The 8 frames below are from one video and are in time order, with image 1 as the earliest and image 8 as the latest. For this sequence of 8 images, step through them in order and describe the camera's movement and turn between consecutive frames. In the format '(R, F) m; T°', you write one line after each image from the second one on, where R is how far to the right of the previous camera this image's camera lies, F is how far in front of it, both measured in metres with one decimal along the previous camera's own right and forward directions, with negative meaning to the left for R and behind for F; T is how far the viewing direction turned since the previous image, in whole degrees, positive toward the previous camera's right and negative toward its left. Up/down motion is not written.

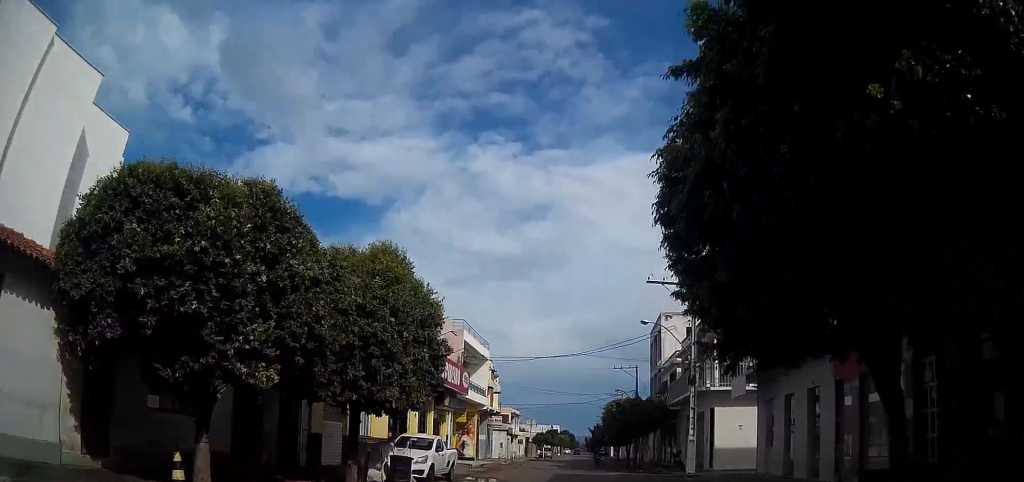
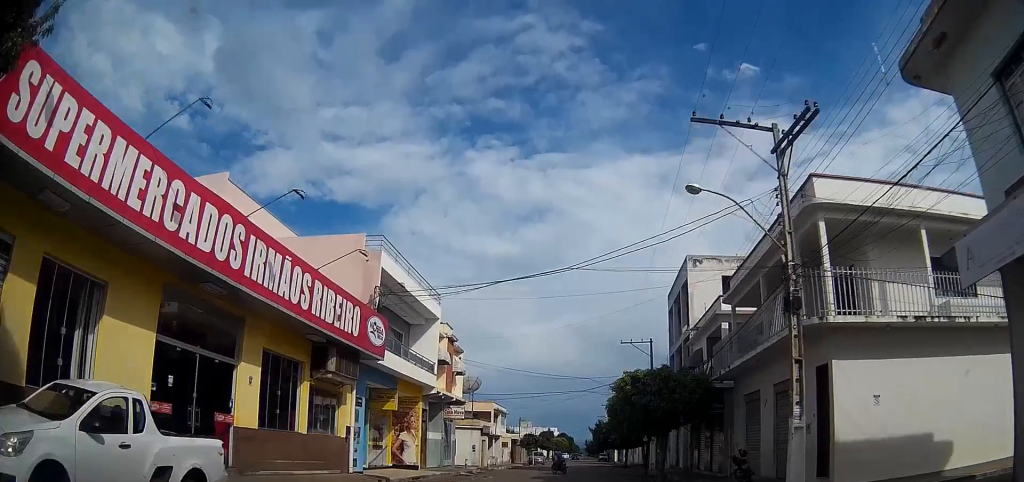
(-0.3, +14.9) m; -1°
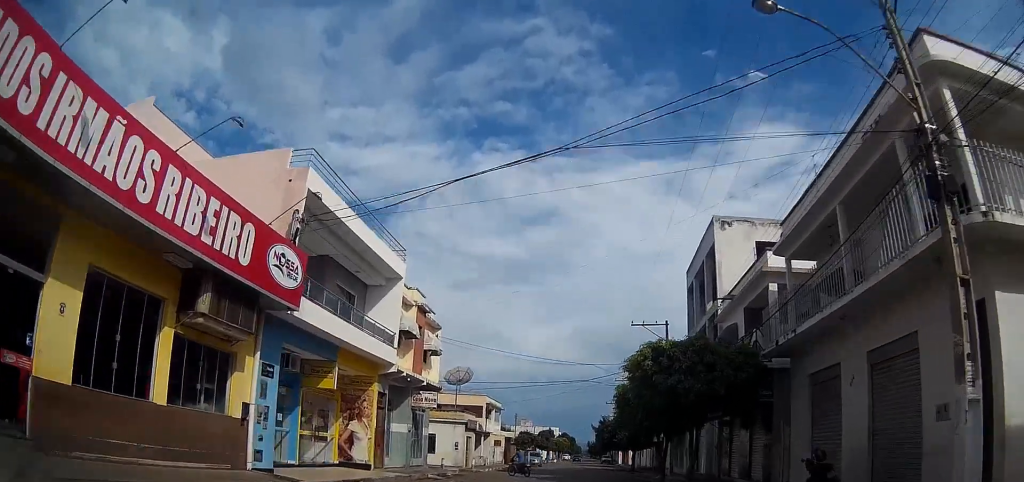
(0.0, +6.9) m; 0°
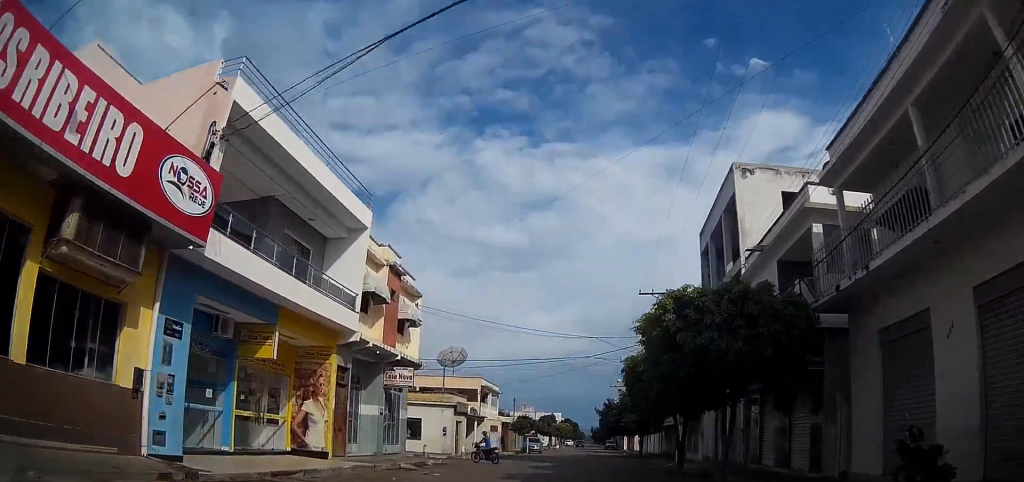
(0.0, +4.4) m; +1°
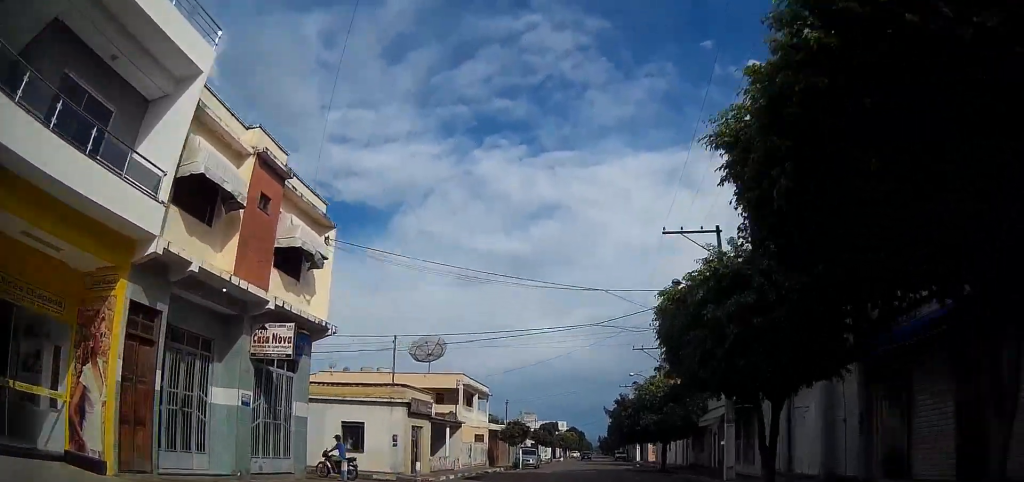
(+0.1, +10.4) m; +3°
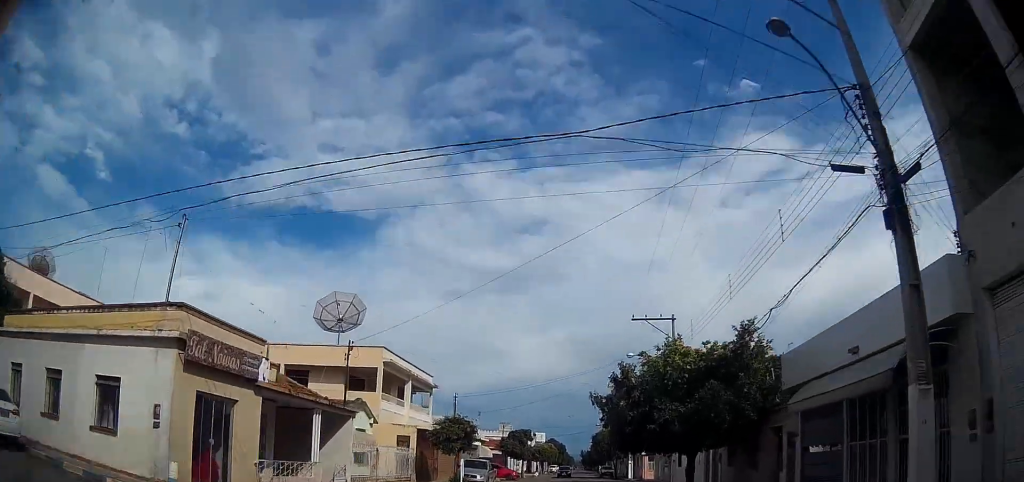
(+0.3, +14.8) m; 0°
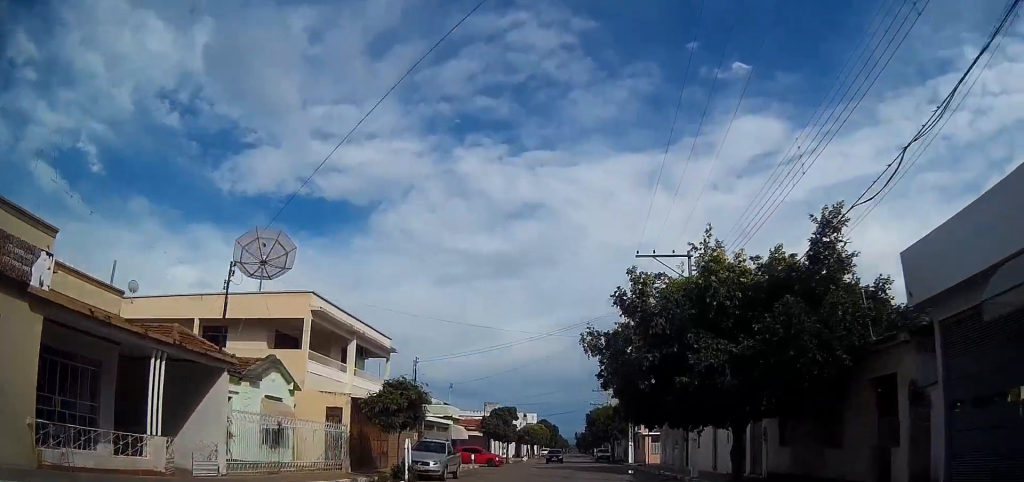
(-0.2, +7.9) m; 0°
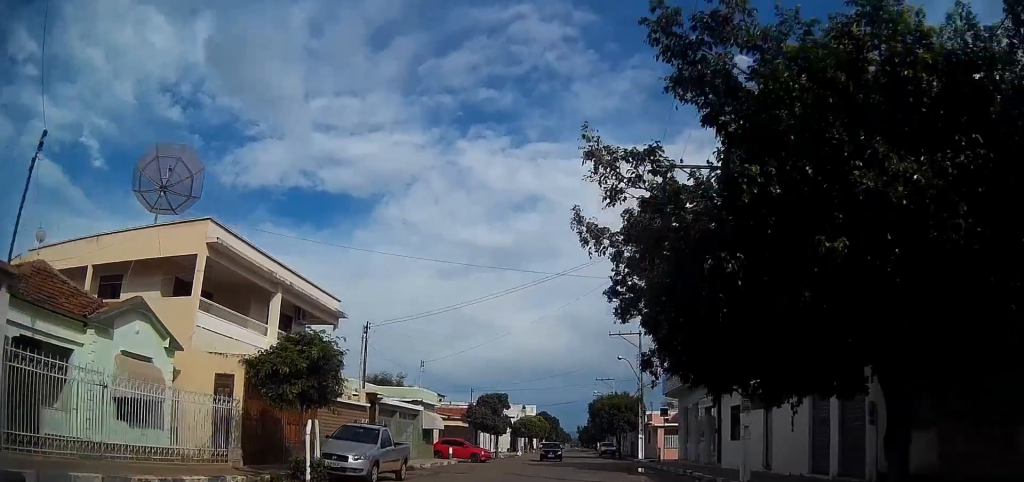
(0.0, +7.9) m; 0°
